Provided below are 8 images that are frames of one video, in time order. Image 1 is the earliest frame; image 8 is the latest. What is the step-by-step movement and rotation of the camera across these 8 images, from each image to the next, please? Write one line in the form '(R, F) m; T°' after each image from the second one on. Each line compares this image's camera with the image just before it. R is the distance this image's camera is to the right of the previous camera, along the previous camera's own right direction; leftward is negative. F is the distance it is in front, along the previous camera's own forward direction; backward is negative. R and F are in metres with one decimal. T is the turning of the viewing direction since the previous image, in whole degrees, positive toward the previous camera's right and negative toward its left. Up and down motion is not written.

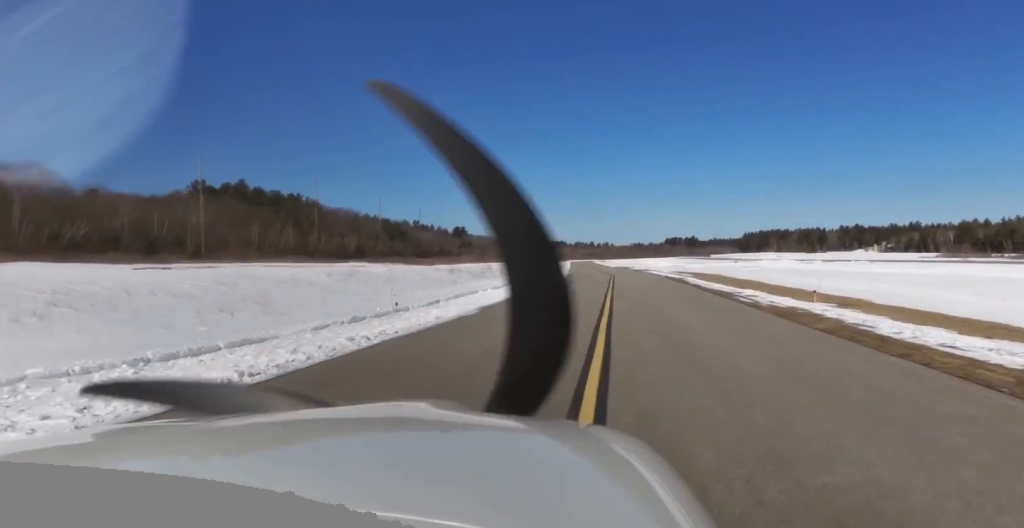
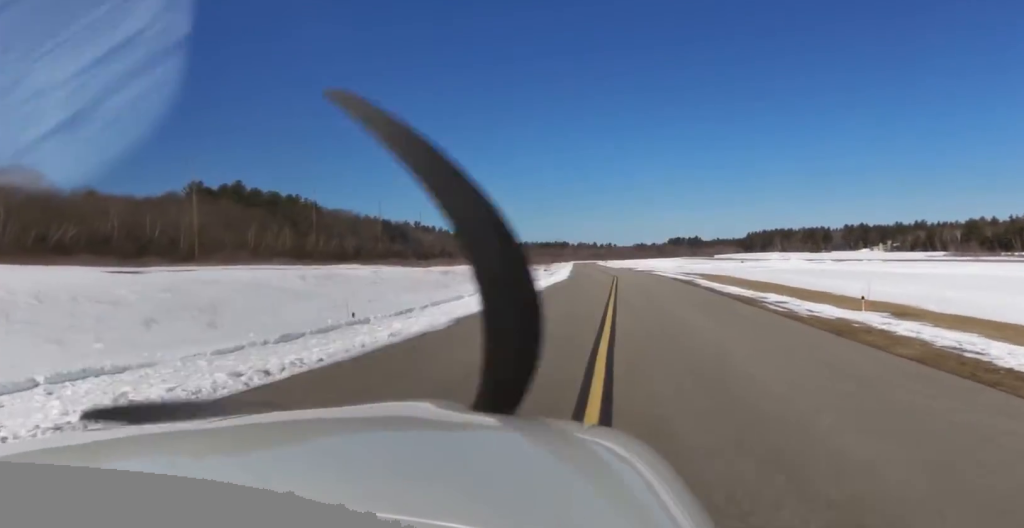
(-0.2, +4.6) m; -5°
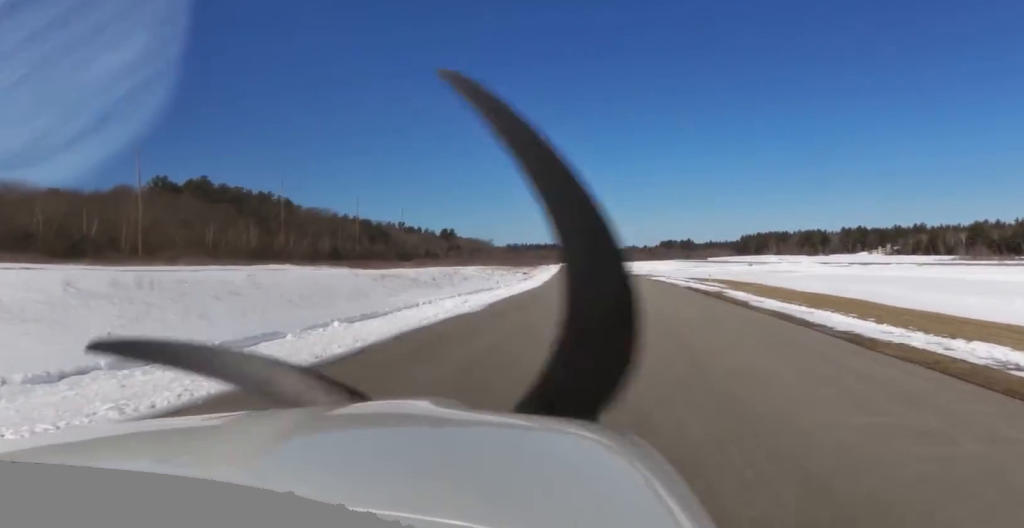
(+0.6, +16.9) m; -1°
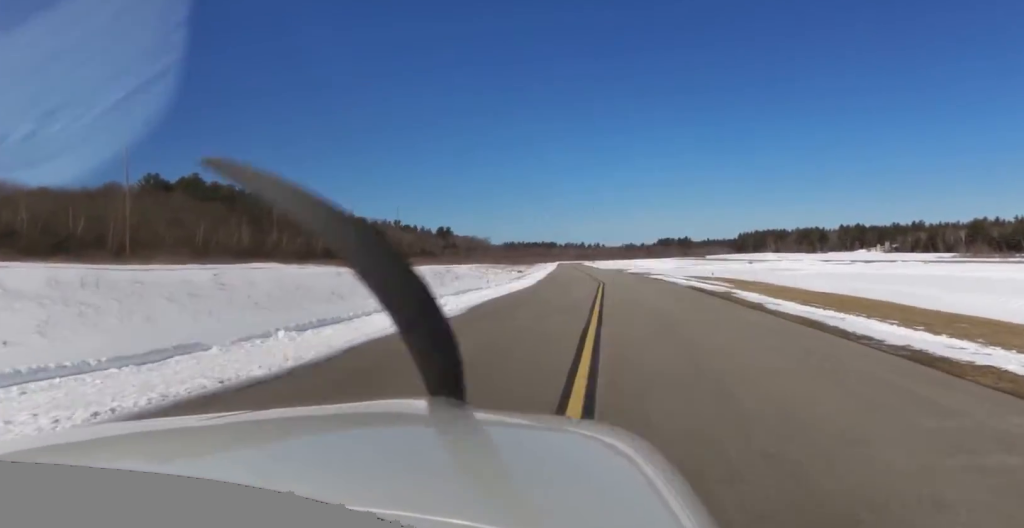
(-0.7, +2.9) m; 0°
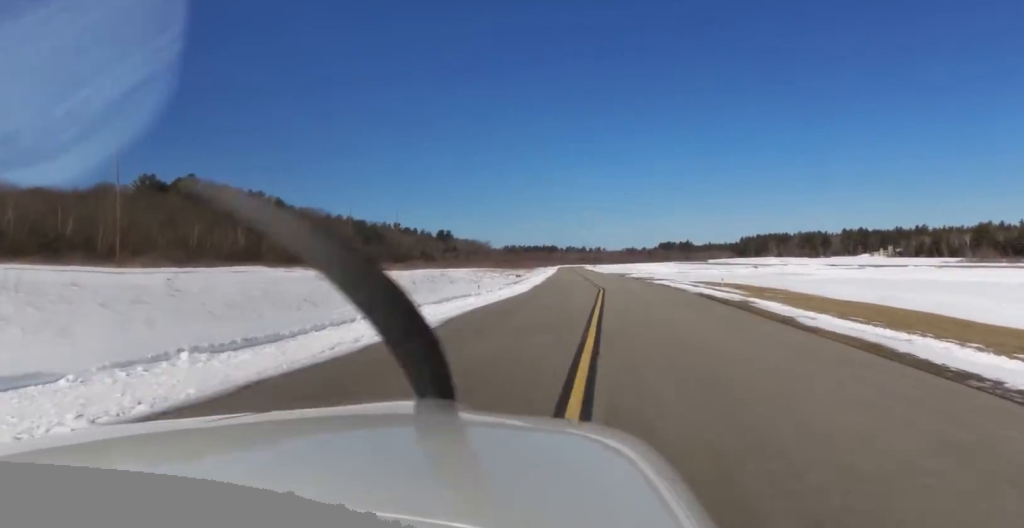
(-0.2, +3.6) m; 0°
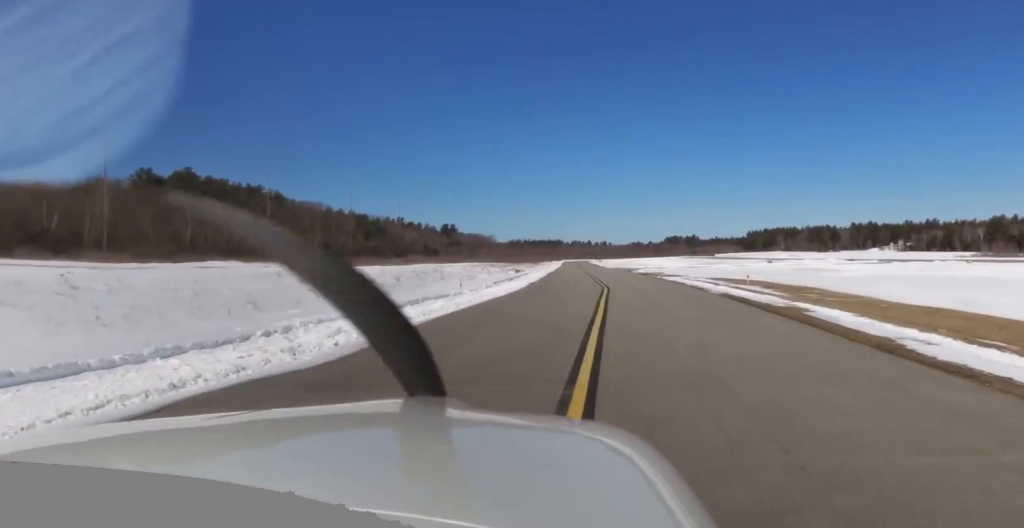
(+1.4, +6.2) m; 0°
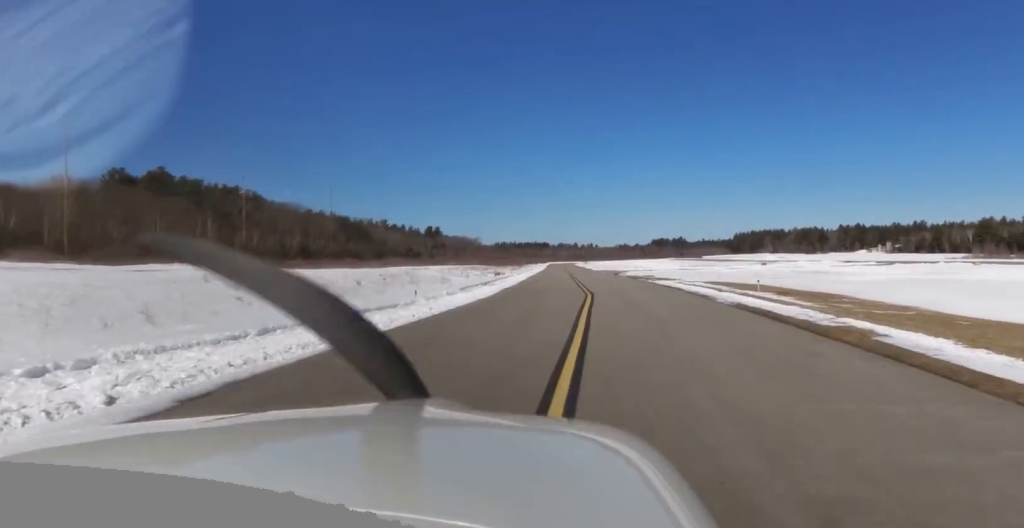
(-1.5, +5.7) m; 0°
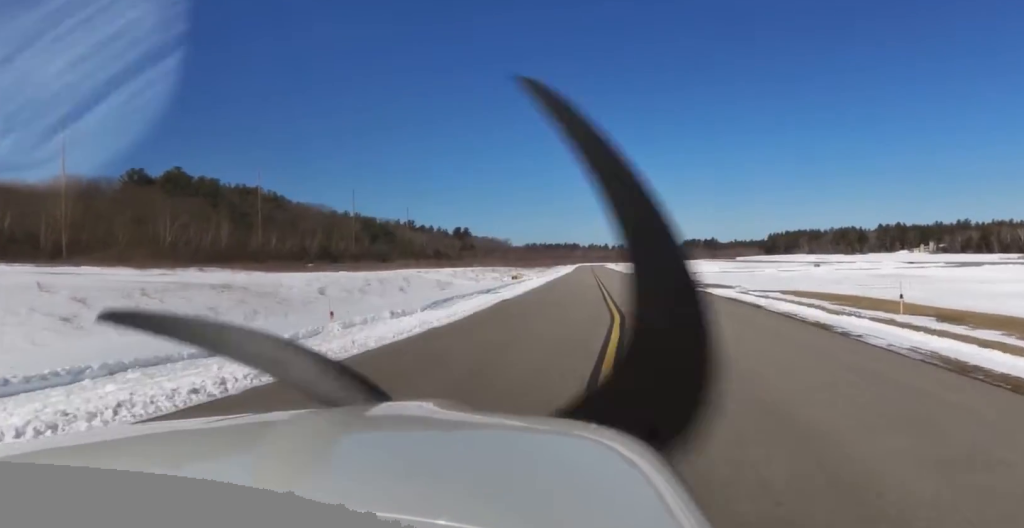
(+1.4, +12.4) m; +3°
